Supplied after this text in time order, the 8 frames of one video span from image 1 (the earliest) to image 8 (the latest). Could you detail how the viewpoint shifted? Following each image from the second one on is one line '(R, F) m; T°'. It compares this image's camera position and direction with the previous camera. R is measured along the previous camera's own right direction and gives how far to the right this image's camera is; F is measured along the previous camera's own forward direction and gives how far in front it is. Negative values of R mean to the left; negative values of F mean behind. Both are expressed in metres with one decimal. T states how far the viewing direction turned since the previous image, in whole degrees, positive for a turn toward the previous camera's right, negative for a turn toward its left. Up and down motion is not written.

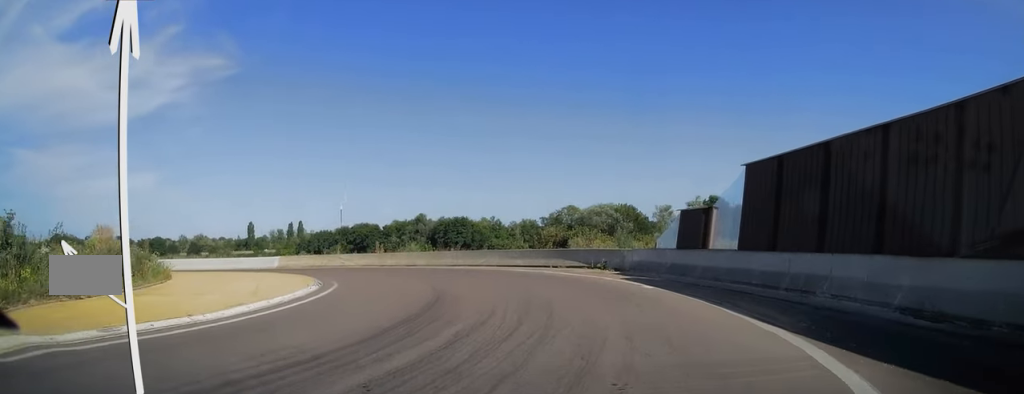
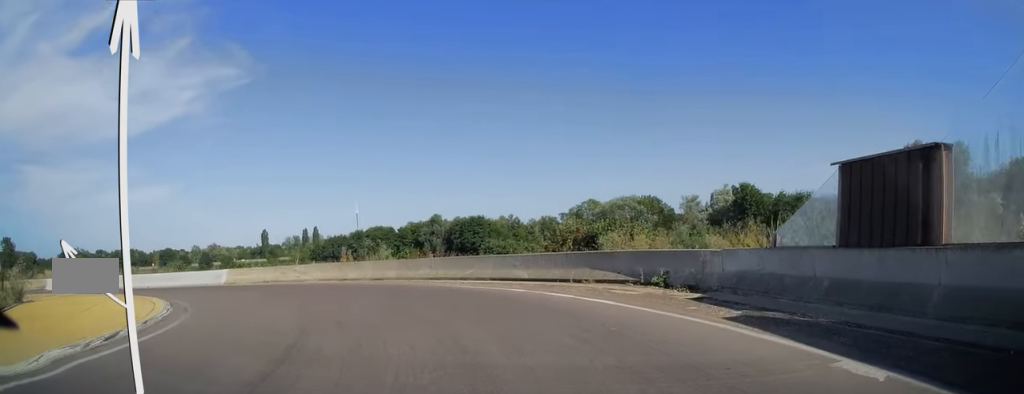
(+0.2, +10.1) m; -5°
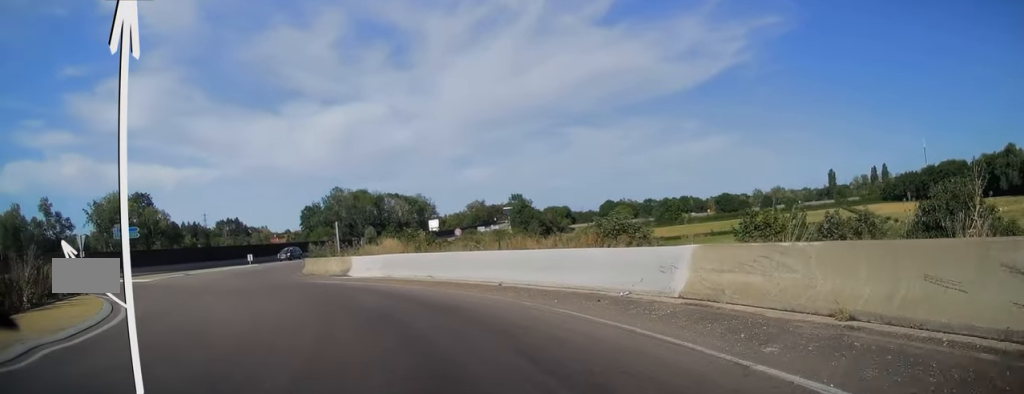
(-10.6, +23.1) m; -60°
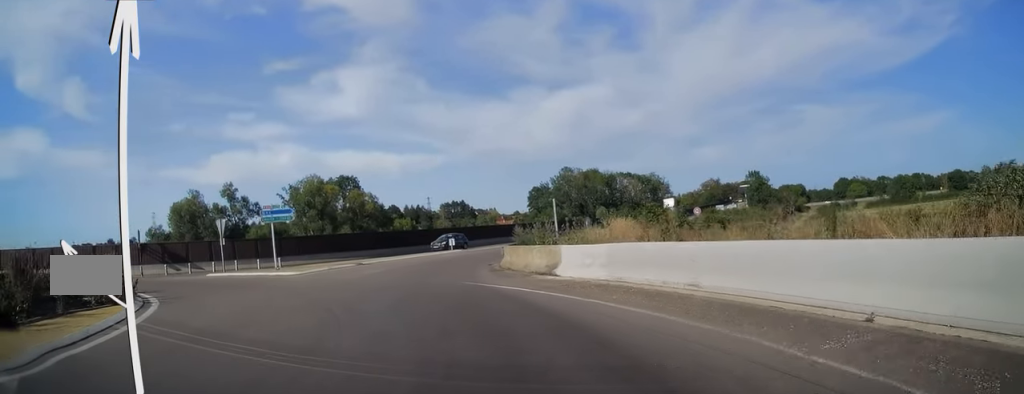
(-1.9, +8.6) m; -18°
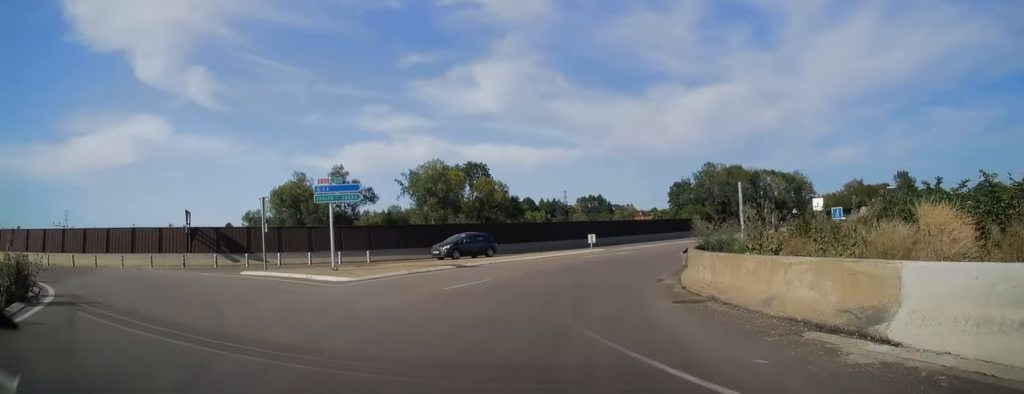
(-1.0, +10.7) m; +1°
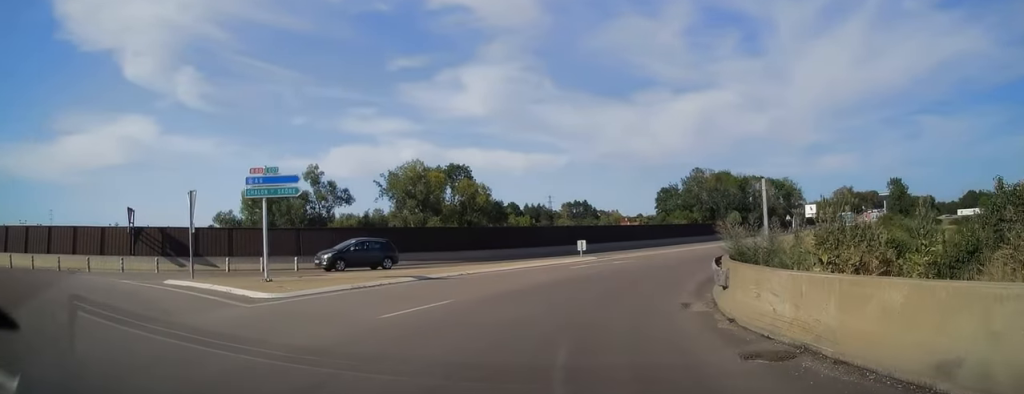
(+0.5, +4.6) m; +3°
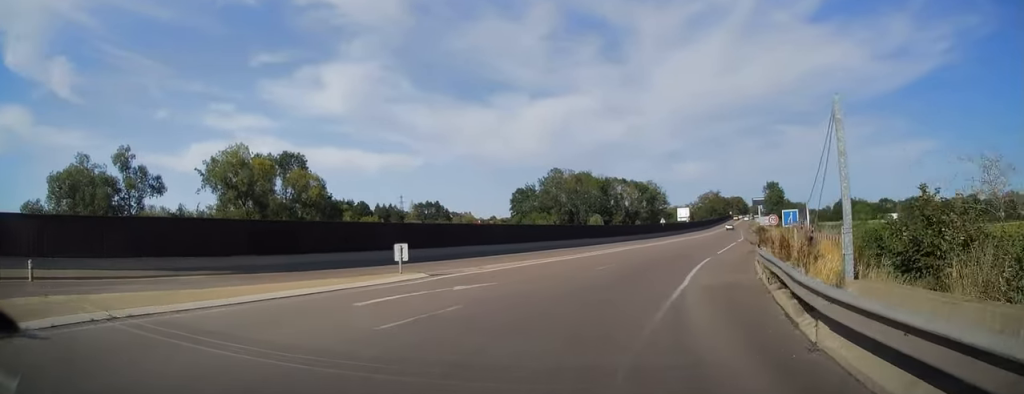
(+0.9, +13.9) m; +9°
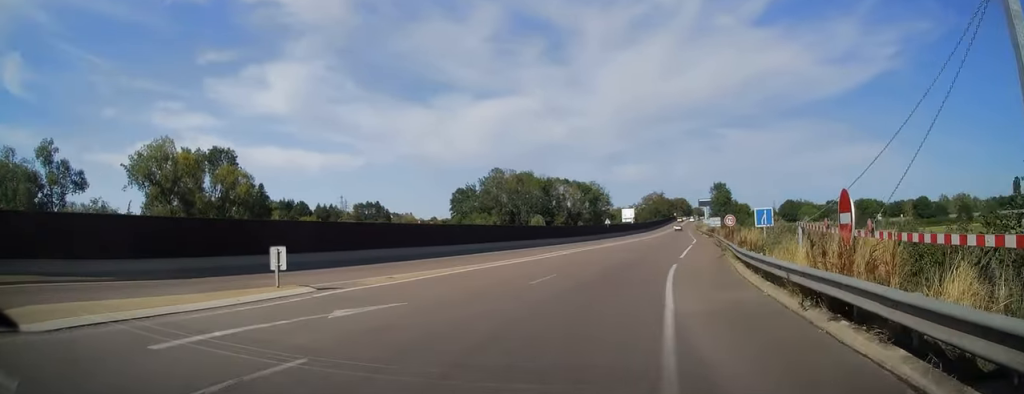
(-0.1, +4.9) m; +3°
